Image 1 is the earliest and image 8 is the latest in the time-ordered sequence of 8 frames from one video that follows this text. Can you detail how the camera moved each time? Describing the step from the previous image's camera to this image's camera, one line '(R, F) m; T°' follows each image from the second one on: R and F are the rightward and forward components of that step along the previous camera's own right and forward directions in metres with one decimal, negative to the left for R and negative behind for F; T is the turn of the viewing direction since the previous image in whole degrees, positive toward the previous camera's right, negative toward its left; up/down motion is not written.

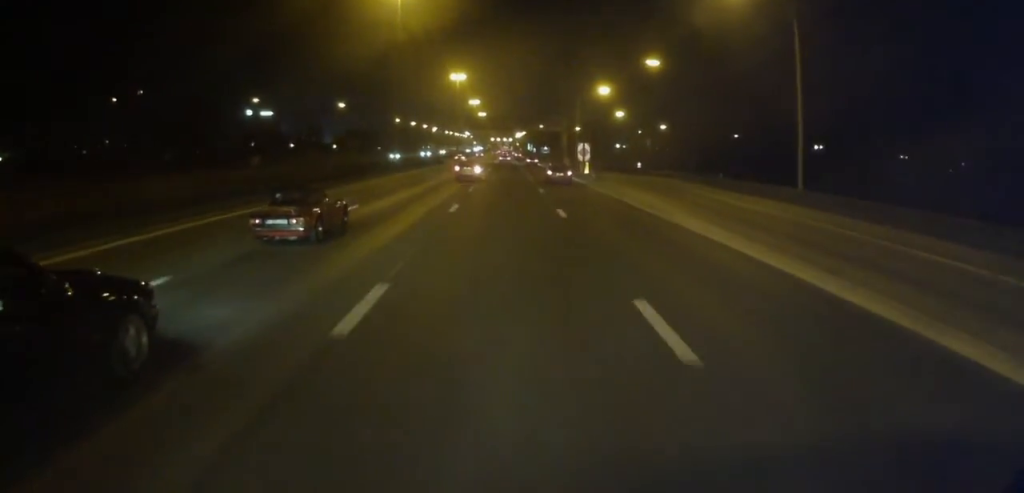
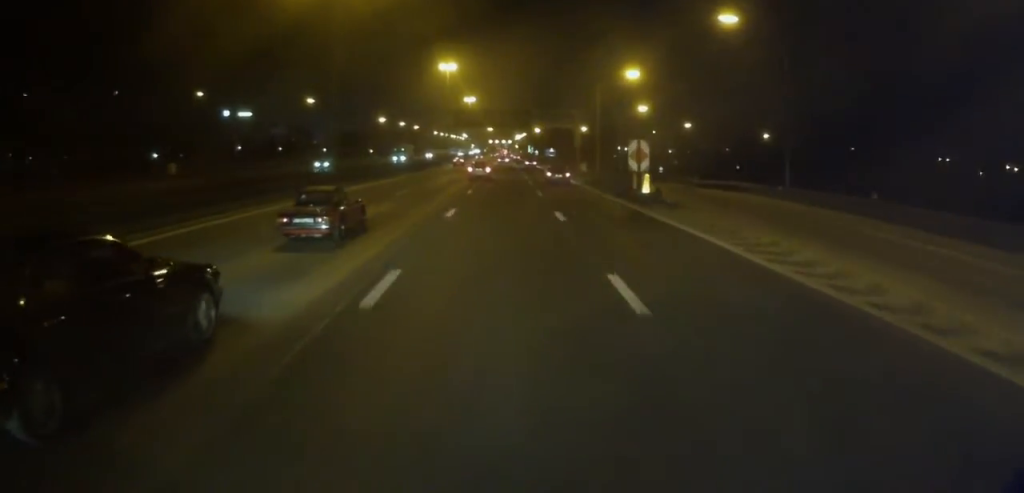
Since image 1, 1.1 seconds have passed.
(0.0, +24.7) m; +2°
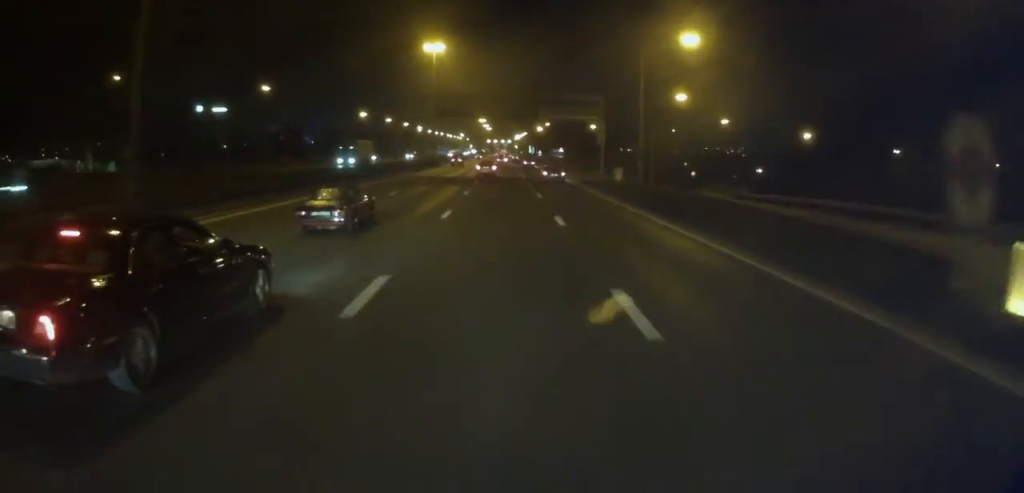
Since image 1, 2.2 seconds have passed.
(+0.6, +25.4) m; 0°
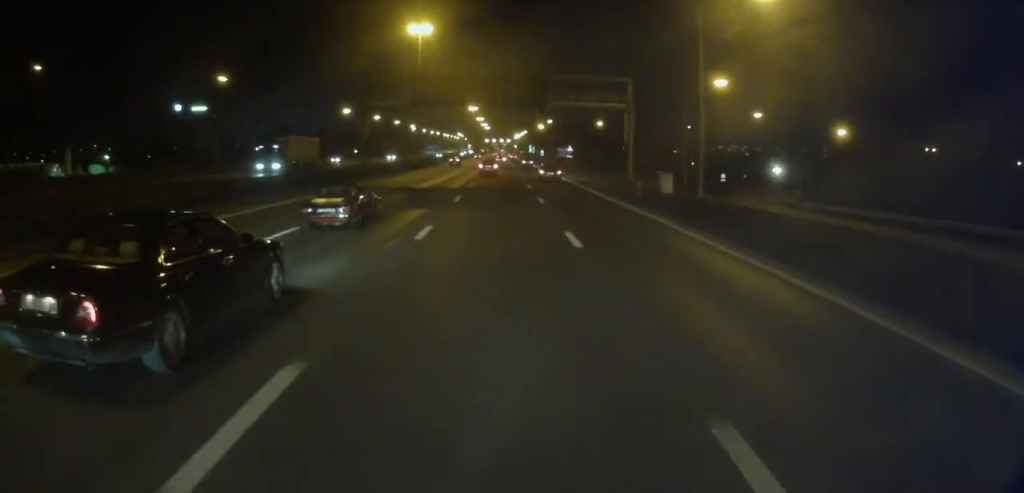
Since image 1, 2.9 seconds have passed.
(-0.3, +16.9) m; -2°
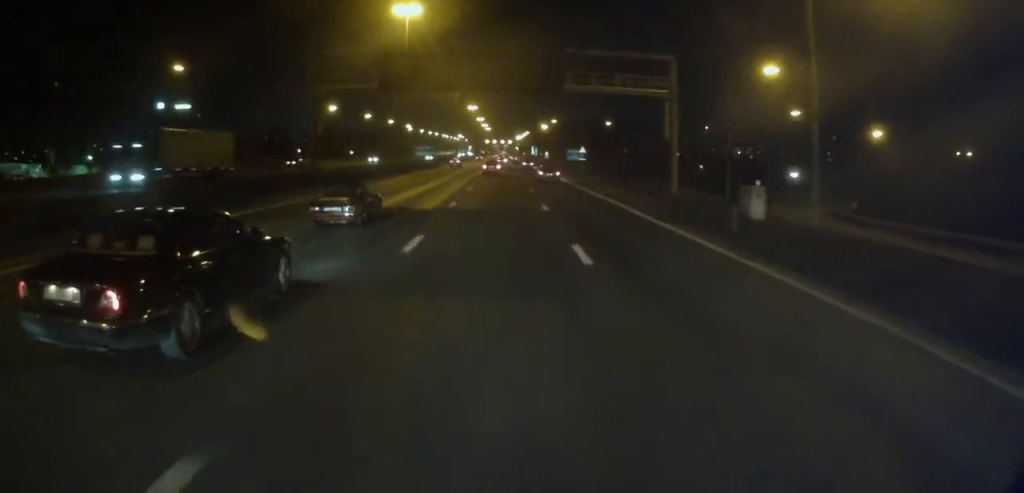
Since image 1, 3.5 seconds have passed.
(-0.1, +13.9) m; +1°
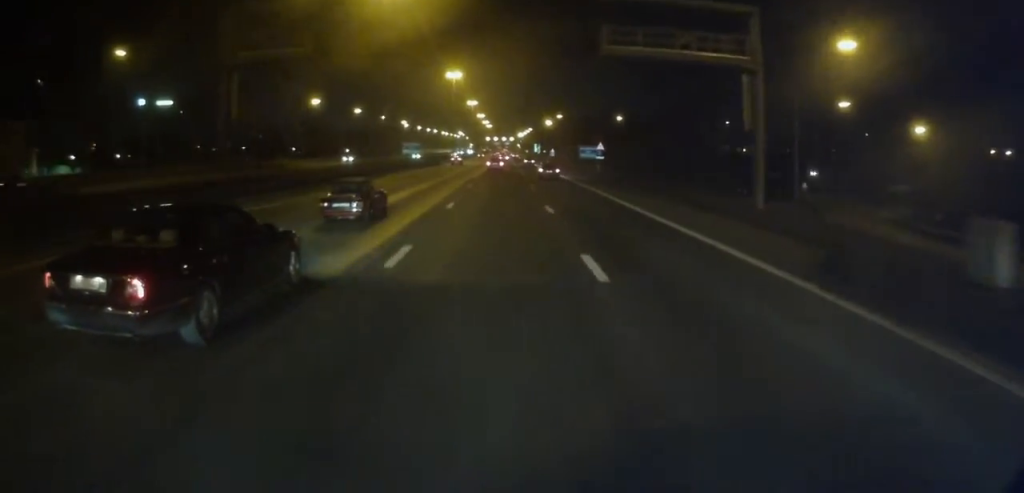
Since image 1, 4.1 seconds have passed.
(0.0, +13.9) m; +1°
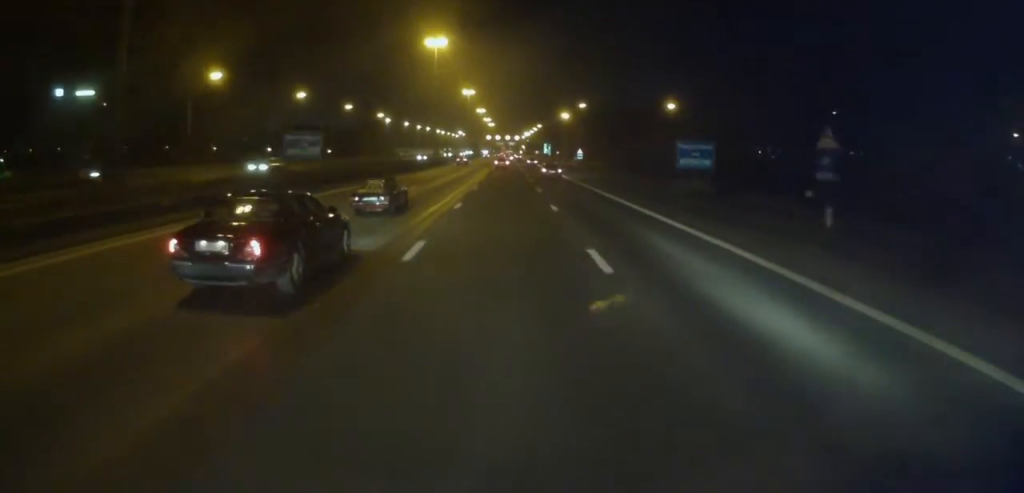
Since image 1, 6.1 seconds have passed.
(+0.8, +47.4) m; 0°
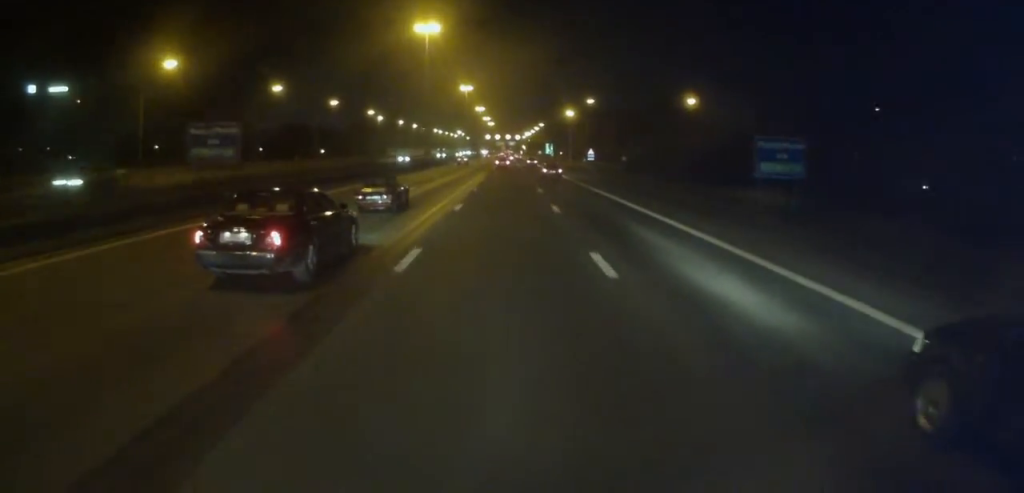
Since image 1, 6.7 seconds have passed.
(-0.1, +12.5) m; 0°
